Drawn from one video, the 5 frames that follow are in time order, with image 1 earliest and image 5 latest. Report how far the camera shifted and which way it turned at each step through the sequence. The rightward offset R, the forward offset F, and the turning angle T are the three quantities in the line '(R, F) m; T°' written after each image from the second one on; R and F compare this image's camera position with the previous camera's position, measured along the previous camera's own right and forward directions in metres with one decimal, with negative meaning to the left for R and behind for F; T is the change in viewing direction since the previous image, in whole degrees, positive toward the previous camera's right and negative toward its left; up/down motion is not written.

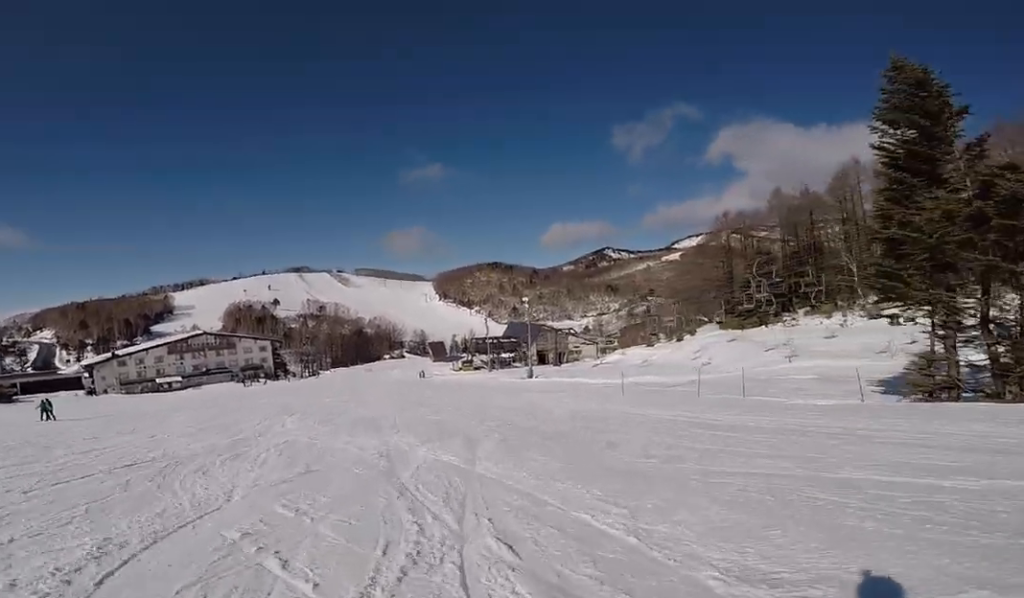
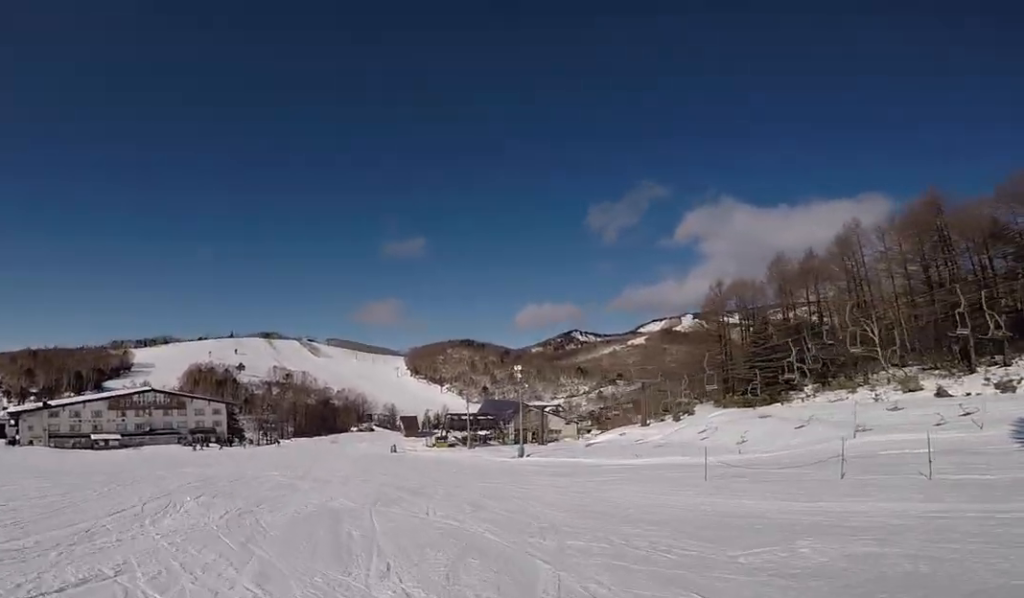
(-0.5, +8.9) m; 0°
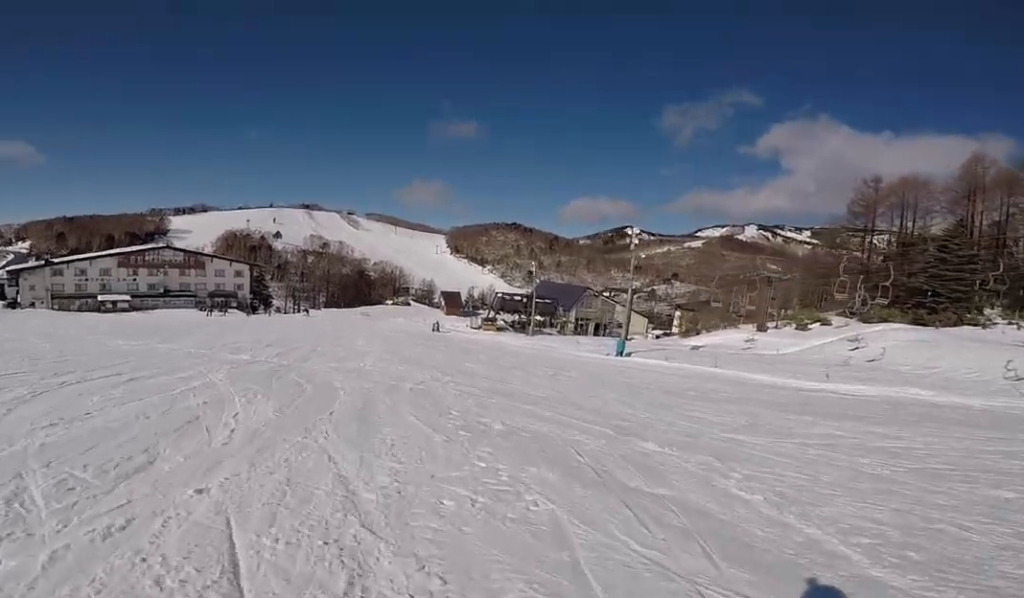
(-0.6, +14.7) m; -8°
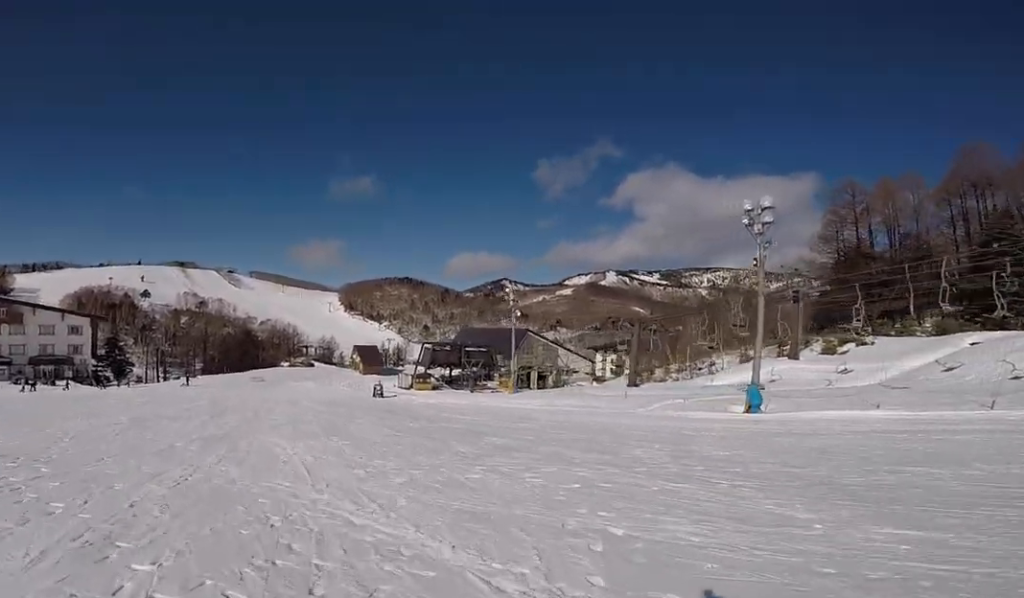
(-0.3, +21.5) m; +3°
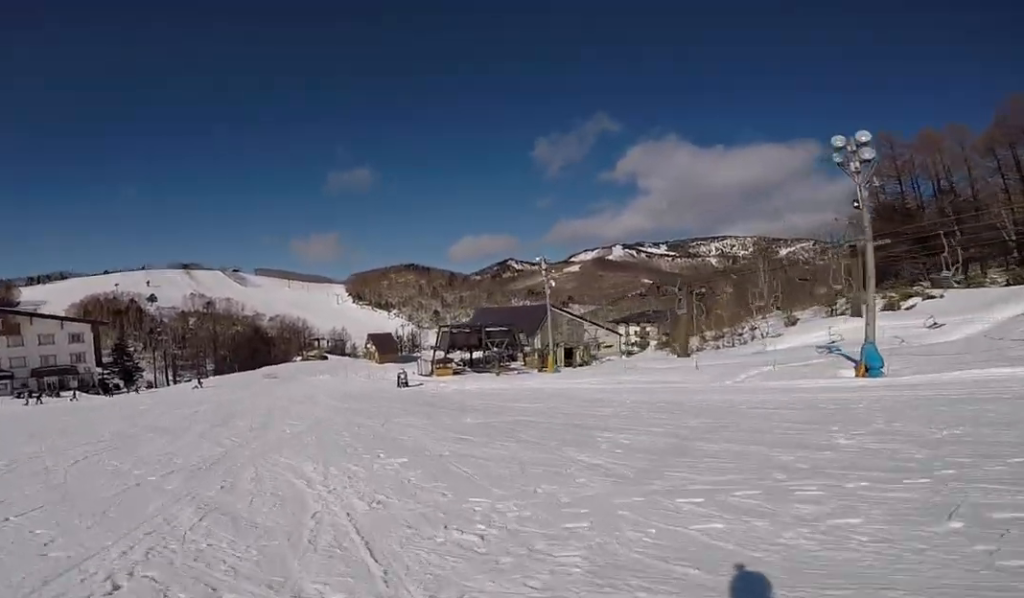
(-0.4, +4.3) m; +2°
